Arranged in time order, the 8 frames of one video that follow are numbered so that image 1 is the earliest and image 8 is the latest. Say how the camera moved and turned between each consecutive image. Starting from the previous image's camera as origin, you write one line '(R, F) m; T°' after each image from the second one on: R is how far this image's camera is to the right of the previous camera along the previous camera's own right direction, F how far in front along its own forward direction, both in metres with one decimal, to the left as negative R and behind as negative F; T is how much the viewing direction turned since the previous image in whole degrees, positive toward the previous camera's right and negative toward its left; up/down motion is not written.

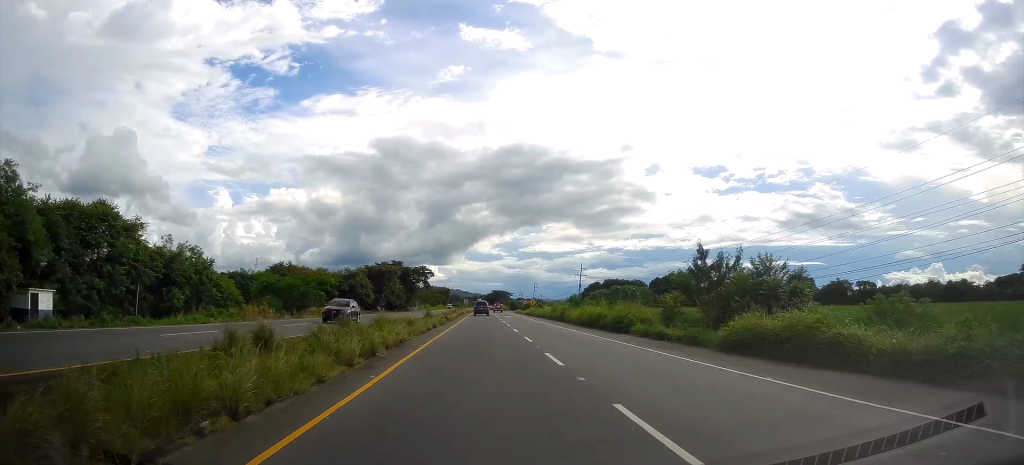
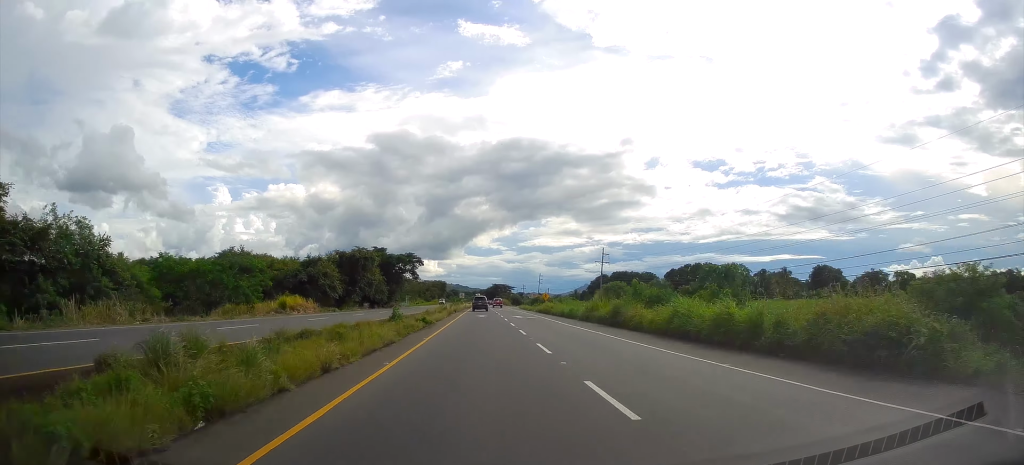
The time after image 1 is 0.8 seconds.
(-0.3, +22.6) m; 0°
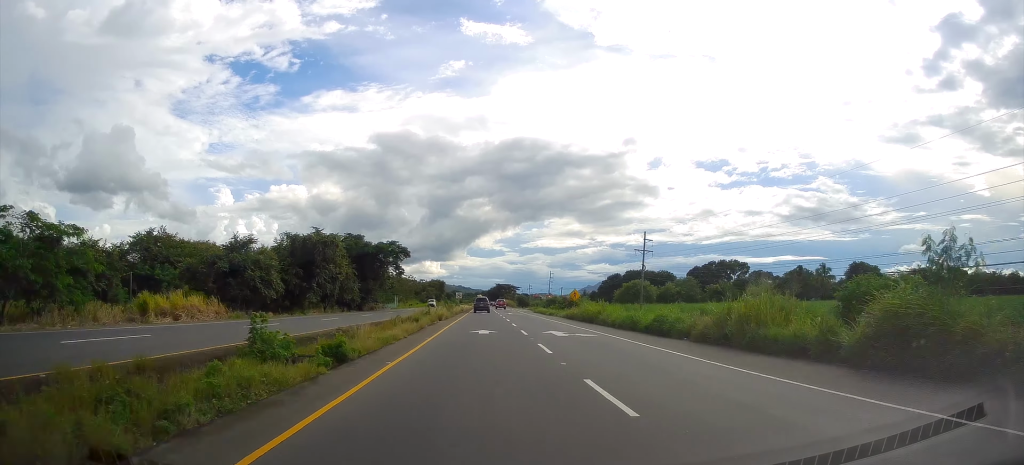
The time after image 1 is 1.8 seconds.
(-0.1, +24.8) m; 0°
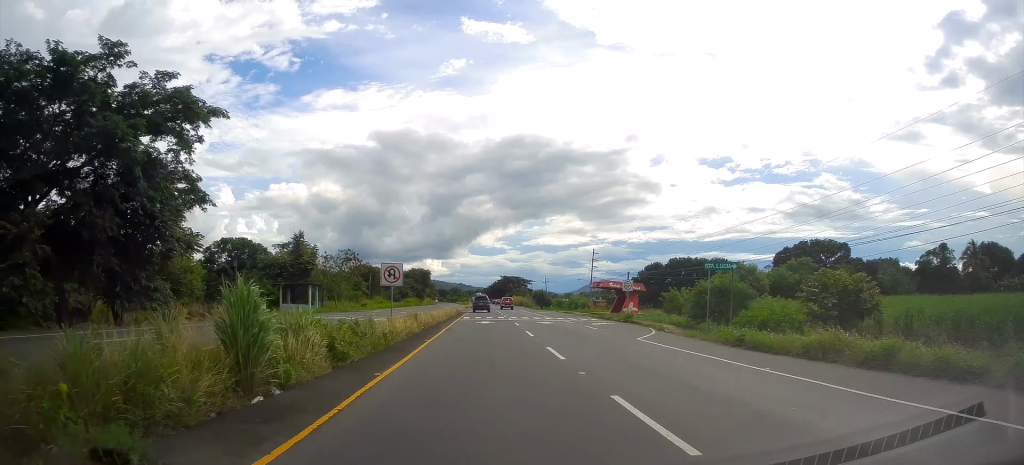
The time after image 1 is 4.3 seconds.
(+0.4, +67.3) m; 0°
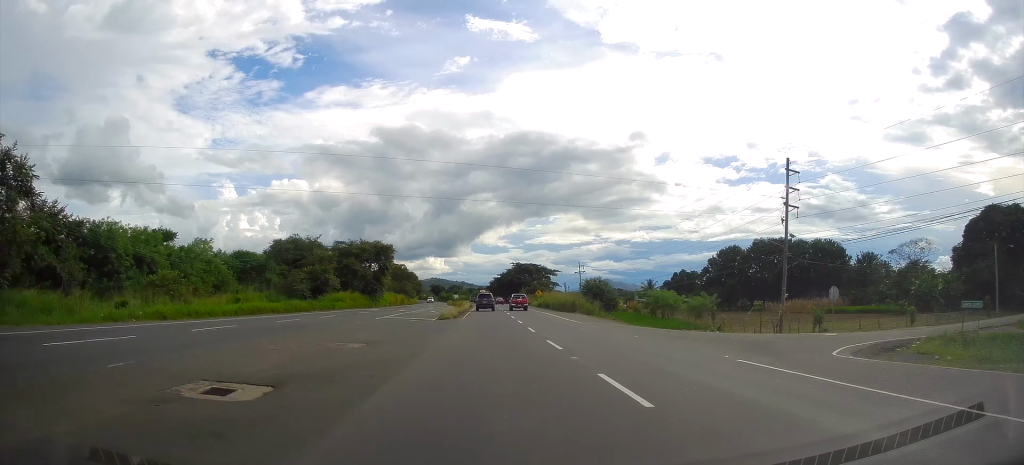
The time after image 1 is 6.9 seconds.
(-0.5, +71.1) m; -1°
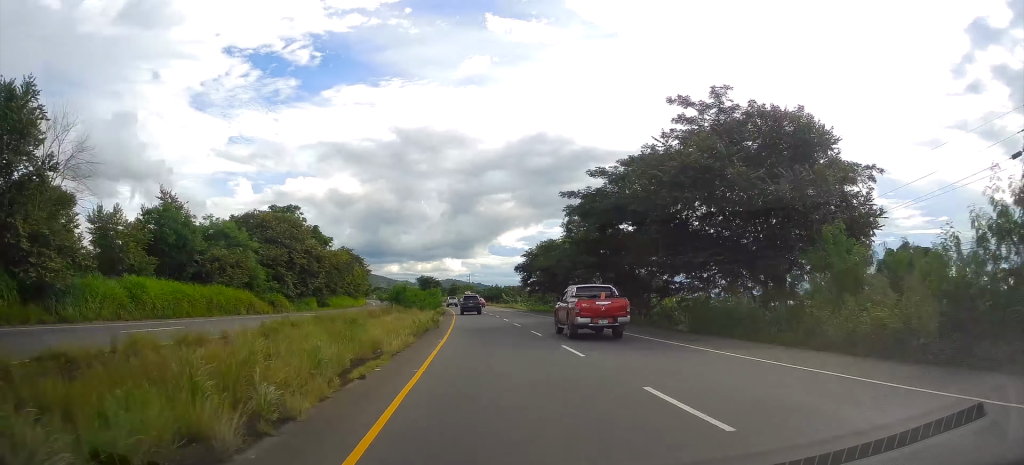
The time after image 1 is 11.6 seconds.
(+0.4, +123.7) m; -1°
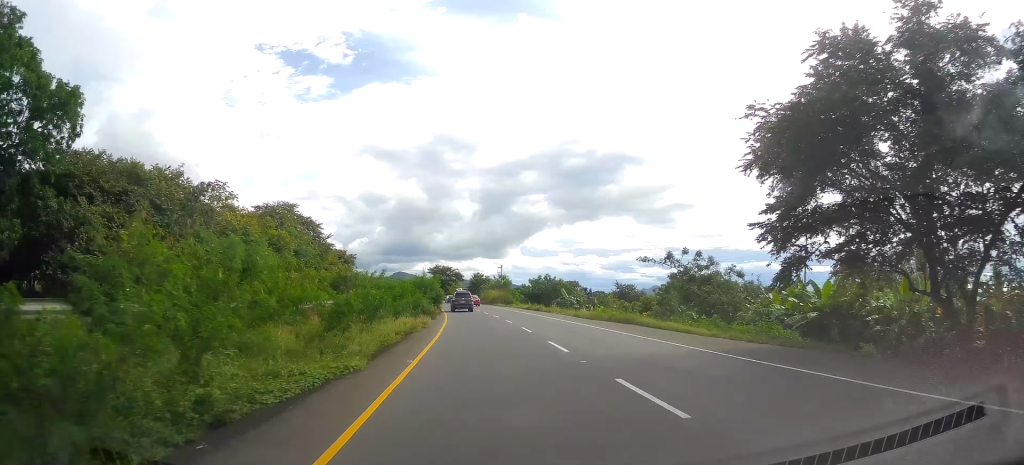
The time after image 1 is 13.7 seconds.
(-1.8, +55.4) m; -4°
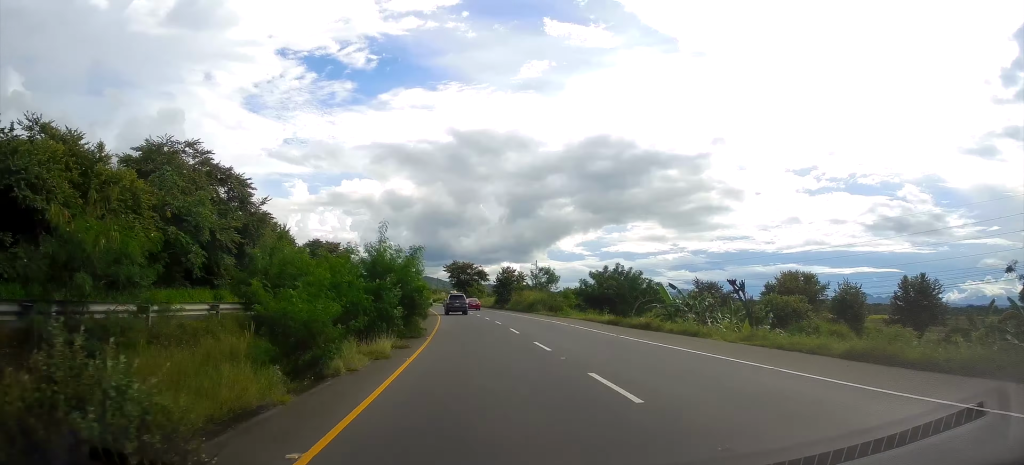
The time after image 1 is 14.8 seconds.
(-1.2, +31.2) m; -3°
